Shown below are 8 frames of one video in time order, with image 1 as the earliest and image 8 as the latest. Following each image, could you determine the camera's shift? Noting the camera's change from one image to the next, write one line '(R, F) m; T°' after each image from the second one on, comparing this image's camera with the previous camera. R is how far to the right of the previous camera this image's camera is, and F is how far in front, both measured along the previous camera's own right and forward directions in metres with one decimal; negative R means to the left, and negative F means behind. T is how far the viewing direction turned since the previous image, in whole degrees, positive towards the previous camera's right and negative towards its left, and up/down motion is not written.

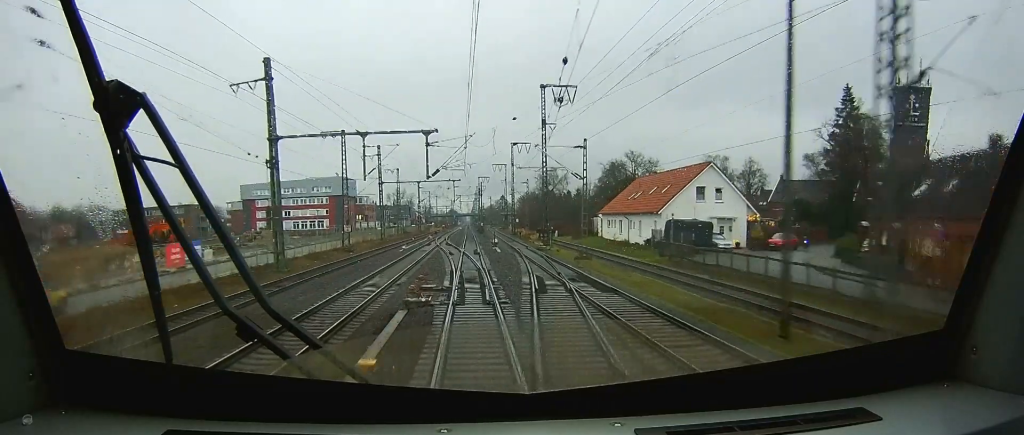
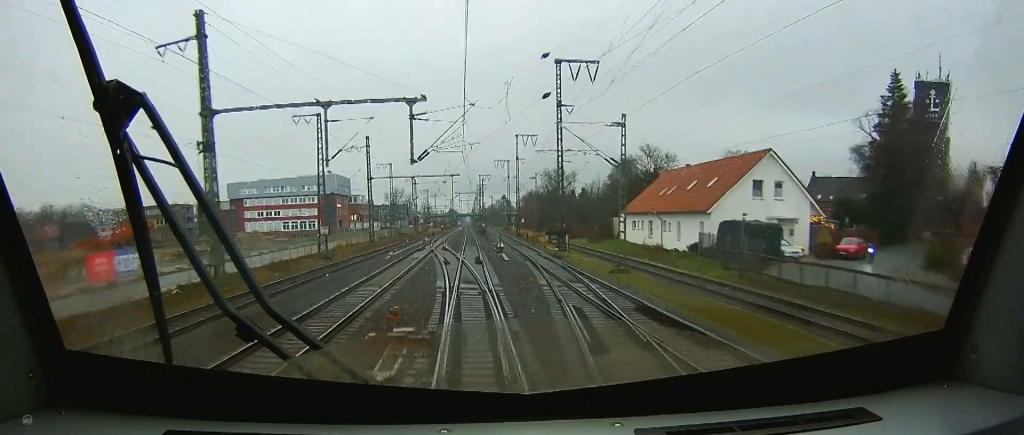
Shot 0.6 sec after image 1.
(+0.1, +11.7) m; 0°
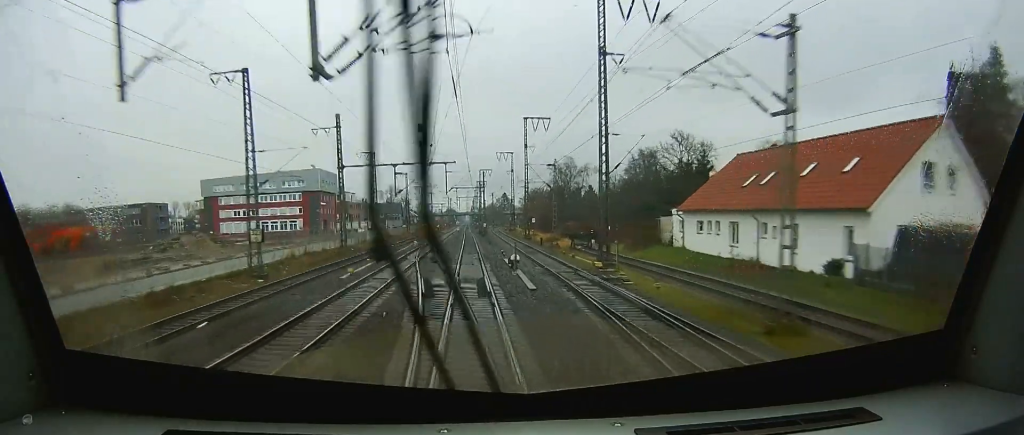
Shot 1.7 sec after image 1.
(-0.1, +19.6) m; 0°
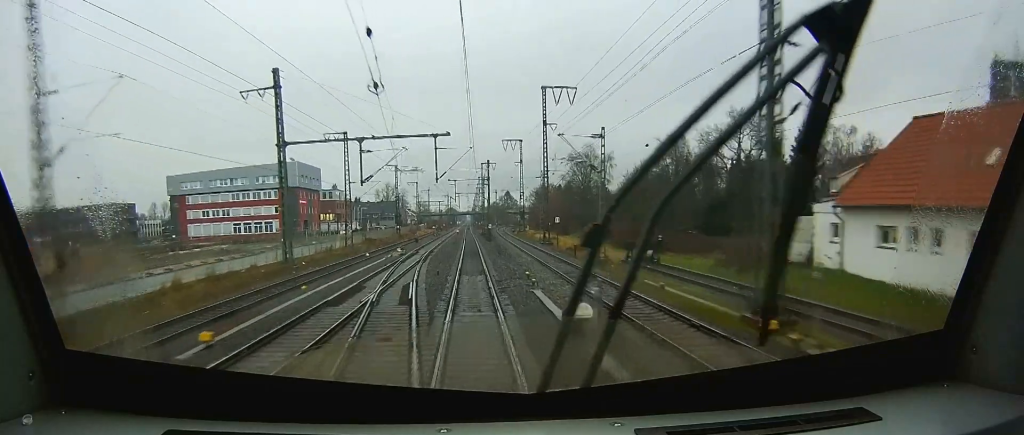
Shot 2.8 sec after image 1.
(+0.1, +22.8) m; 0°
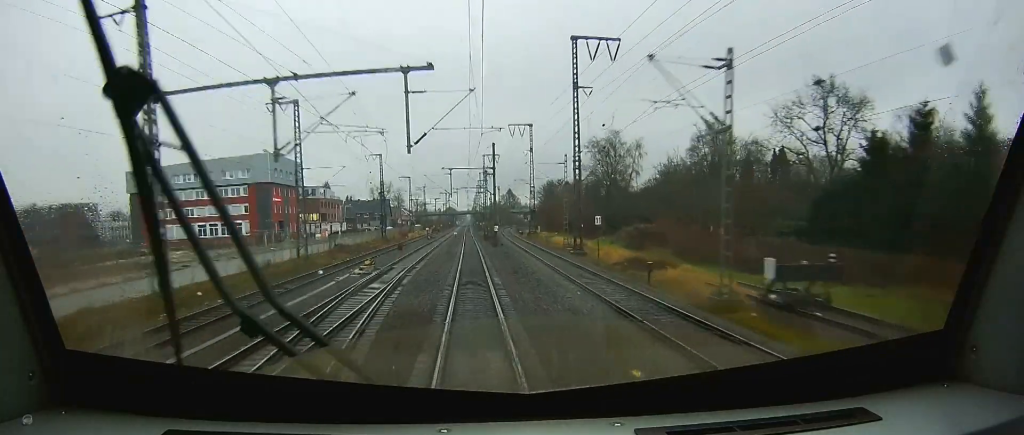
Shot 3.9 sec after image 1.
(0.0, +20.8) m; 0°
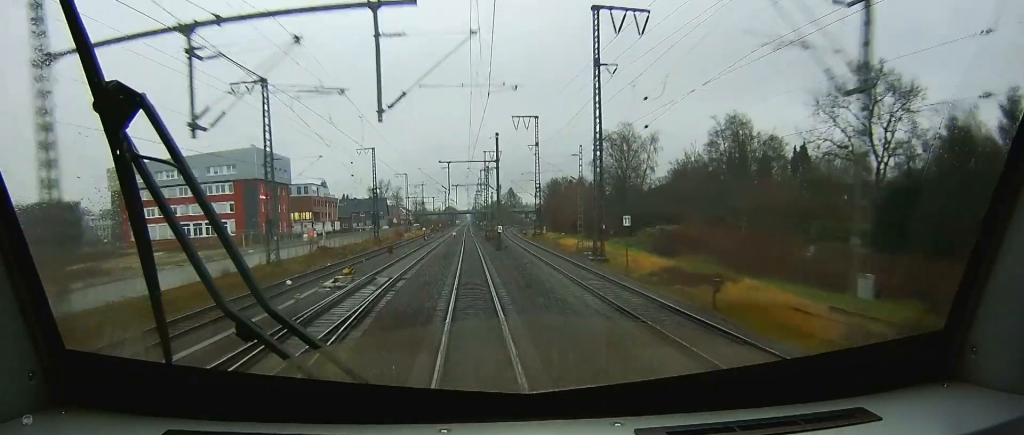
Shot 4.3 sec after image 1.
(0.0, +8.2) m; 0°
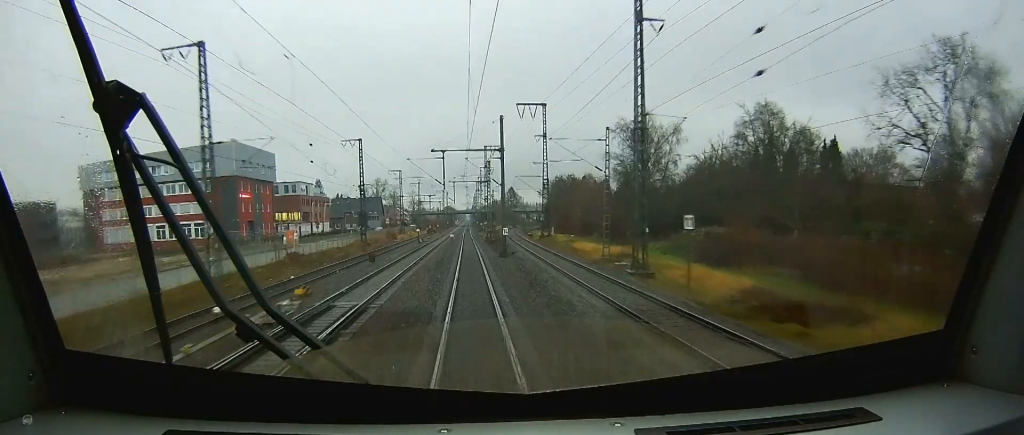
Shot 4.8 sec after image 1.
(0.0, +11.0) m; 0°
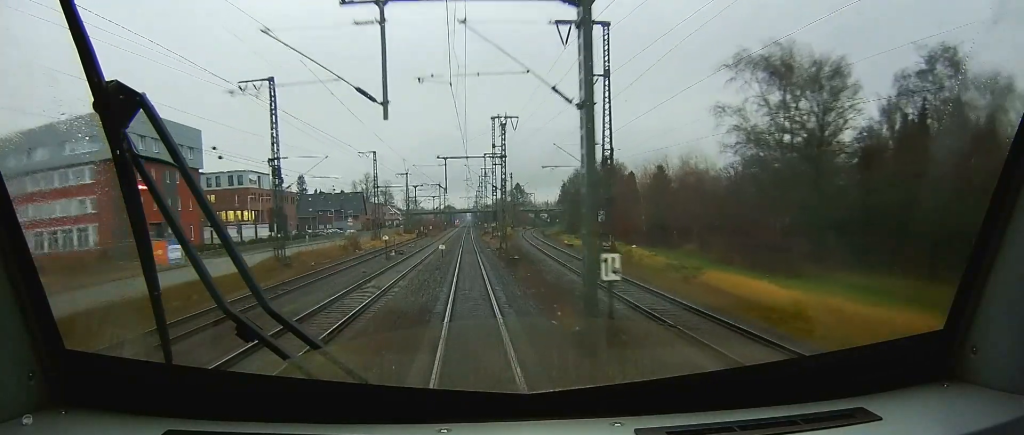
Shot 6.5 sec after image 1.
(+0.1, +37.0) m; 0°
